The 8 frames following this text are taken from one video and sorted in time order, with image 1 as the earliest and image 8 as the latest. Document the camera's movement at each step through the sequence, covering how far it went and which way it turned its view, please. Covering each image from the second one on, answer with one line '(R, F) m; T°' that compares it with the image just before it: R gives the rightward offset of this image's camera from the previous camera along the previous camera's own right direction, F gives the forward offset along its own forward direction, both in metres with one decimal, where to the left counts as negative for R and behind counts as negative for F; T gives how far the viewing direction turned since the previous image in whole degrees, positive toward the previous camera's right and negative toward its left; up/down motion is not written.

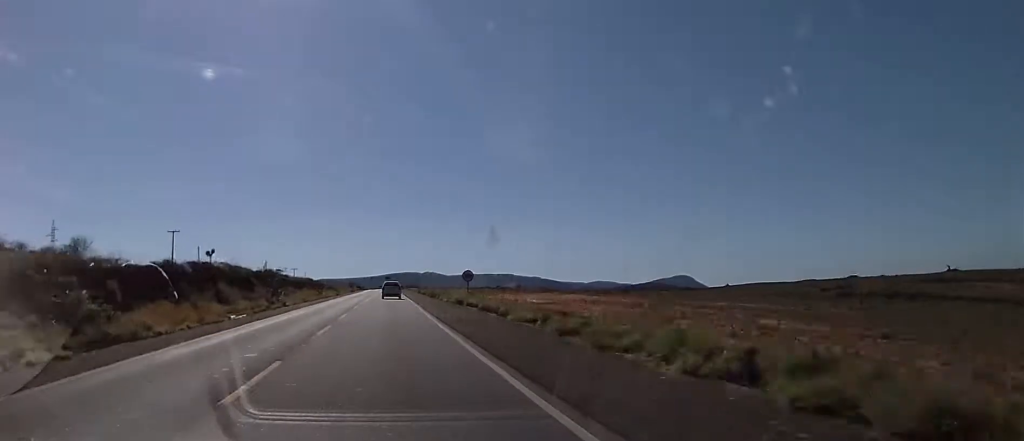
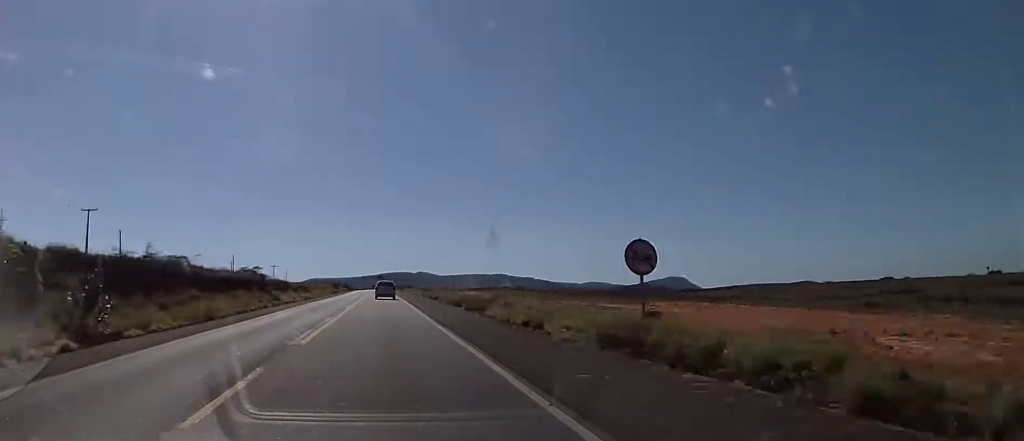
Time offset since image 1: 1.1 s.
(0.0, +32.8) m; 0°
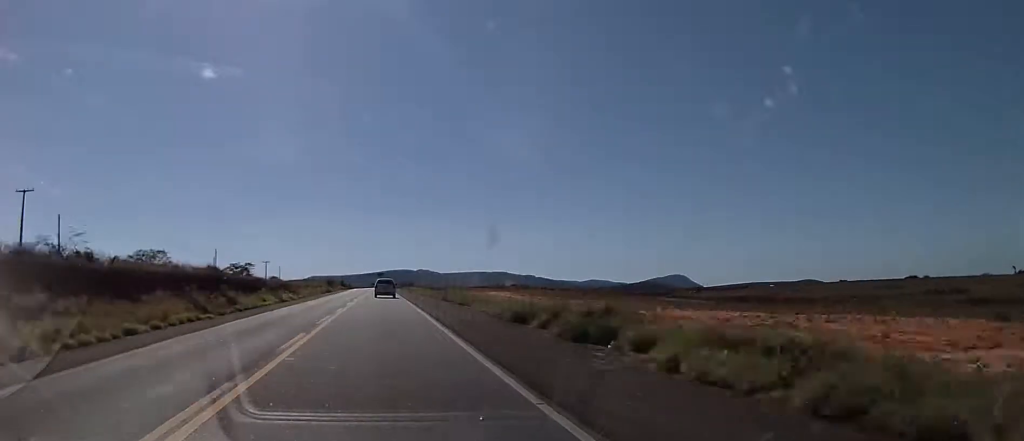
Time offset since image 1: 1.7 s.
(0.0, +17.2) m; 0°
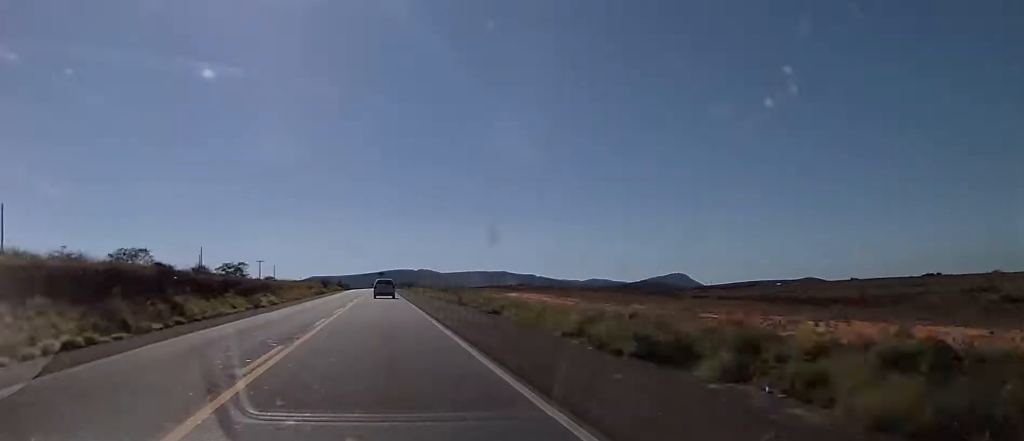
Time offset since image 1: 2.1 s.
(0.0, +11.4) m; 0°
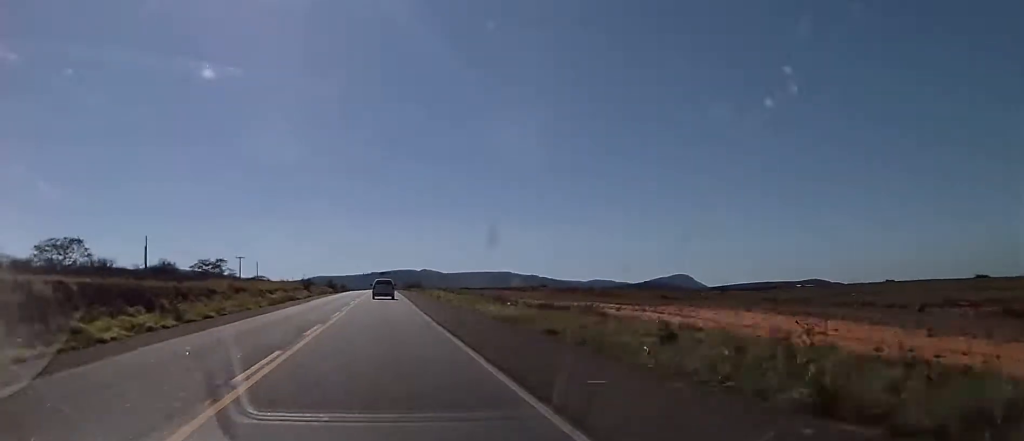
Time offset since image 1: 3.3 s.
(+0.1, +32.5) m; 0°
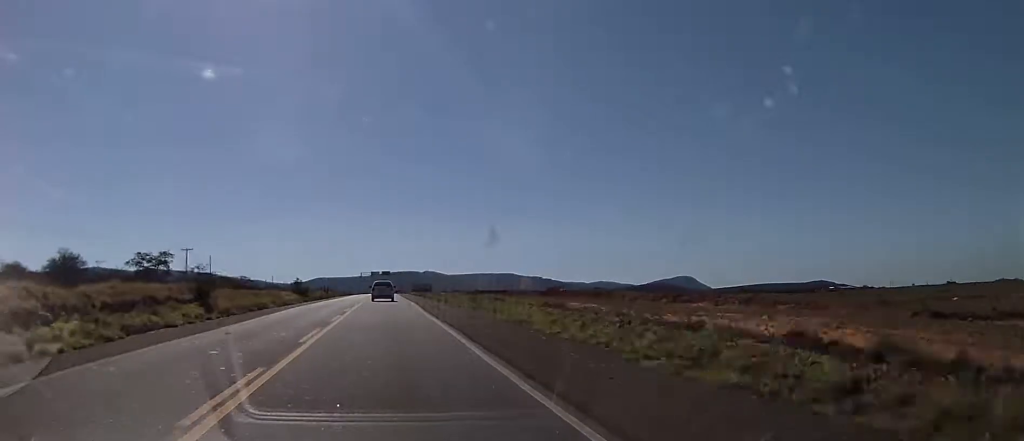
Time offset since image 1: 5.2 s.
(-0.5, +50.1) m; 0°
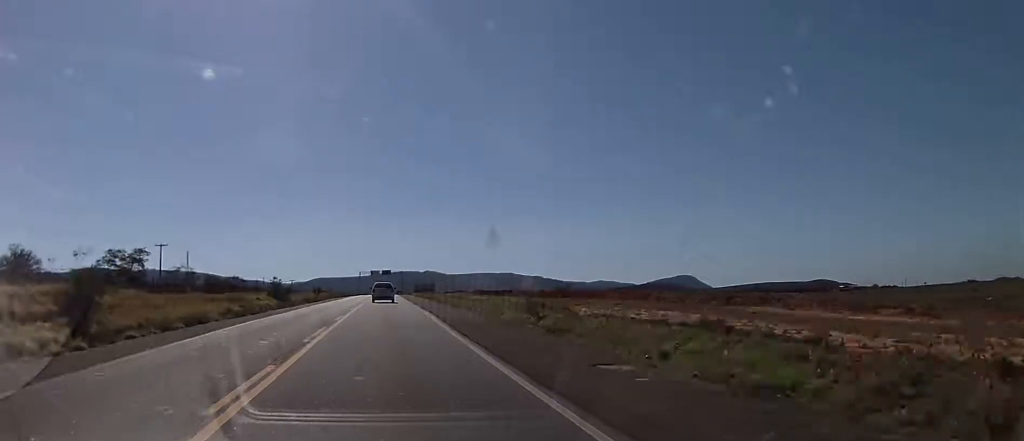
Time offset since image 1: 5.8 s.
(+0.4, +15.4) m; 0°
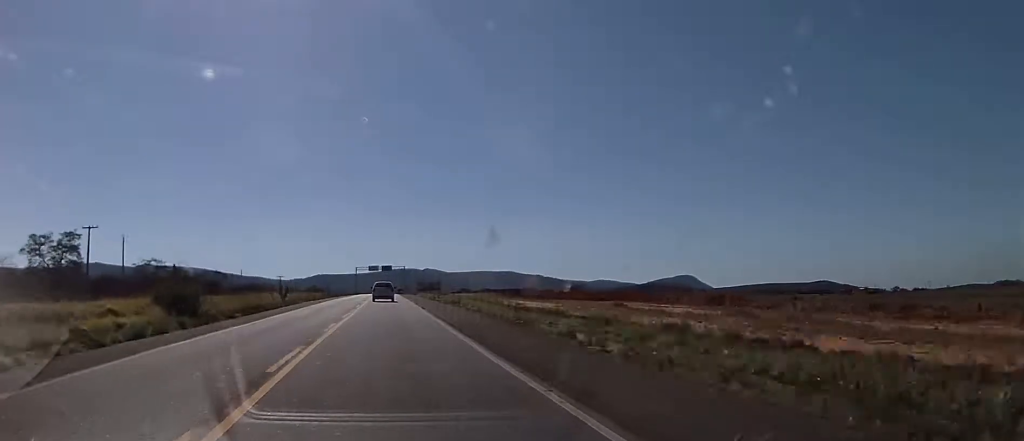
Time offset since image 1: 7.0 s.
(-0.4, +28.8) m; -1°
